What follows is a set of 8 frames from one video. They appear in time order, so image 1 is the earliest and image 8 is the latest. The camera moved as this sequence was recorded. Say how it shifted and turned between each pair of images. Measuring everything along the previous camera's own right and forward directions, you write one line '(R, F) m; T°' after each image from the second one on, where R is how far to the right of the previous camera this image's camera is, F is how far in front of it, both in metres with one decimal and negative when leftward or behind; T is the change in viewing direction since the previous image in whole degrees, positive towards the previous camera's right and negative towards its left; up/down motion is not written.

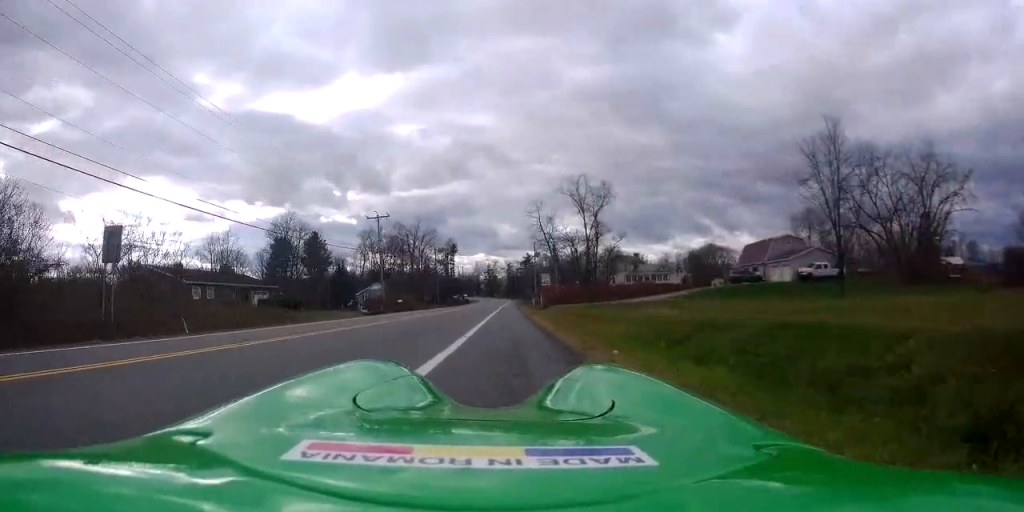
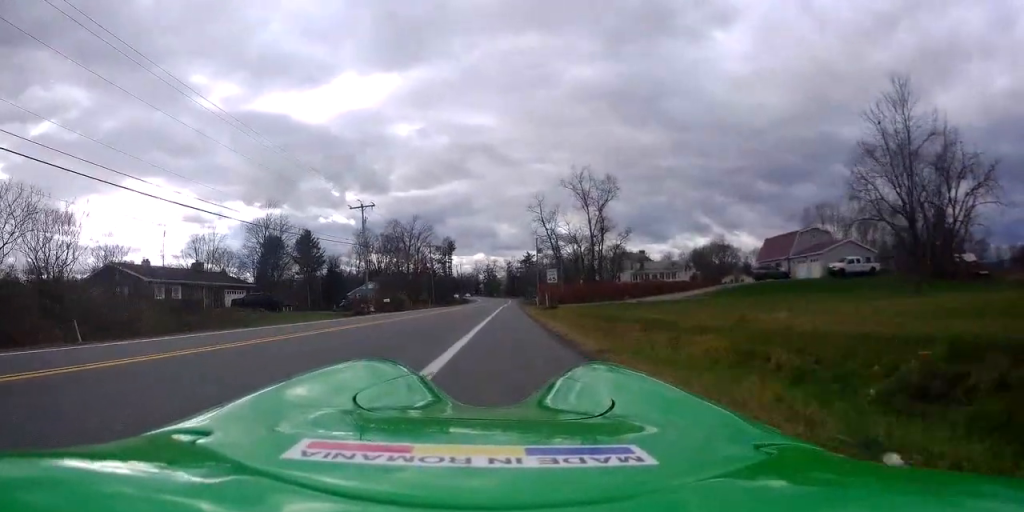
(0.0, +7.1) m; 0°
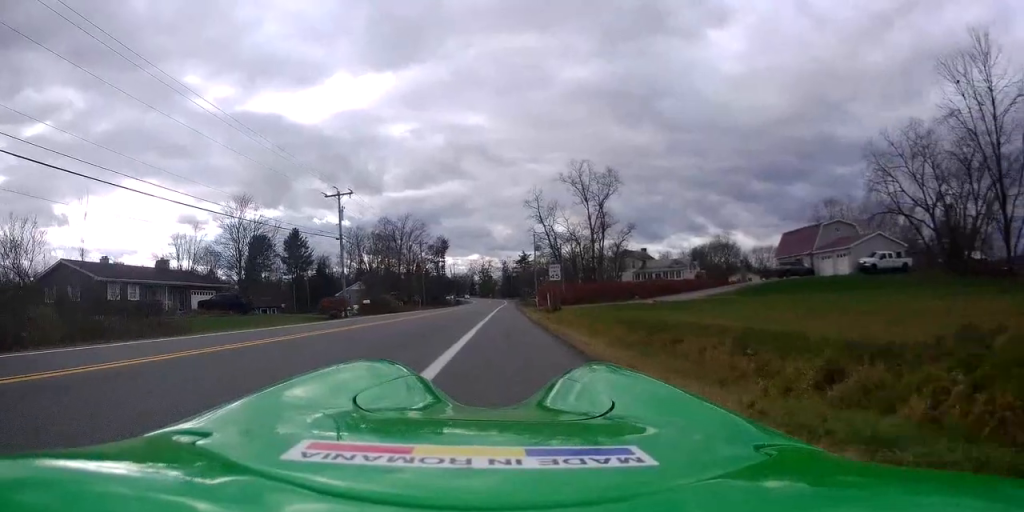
(0.0, +6.6) m; +1°
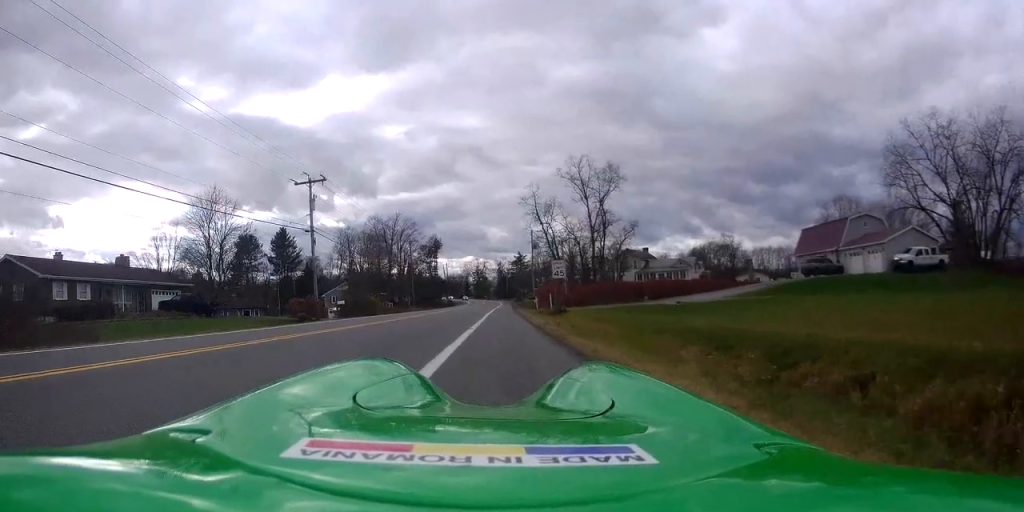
(+0.1, +6.6) m; +5°
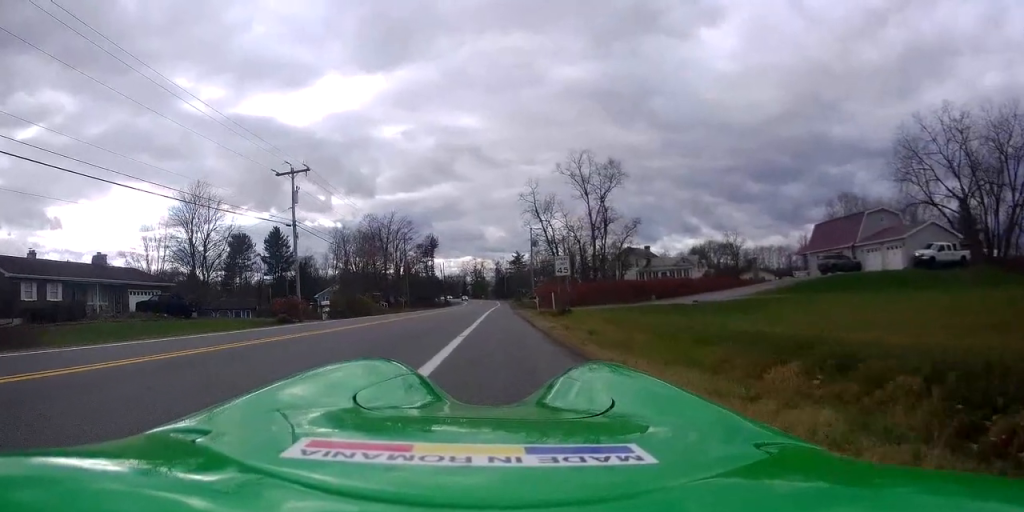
(+0.3, +3.3) m; +2°
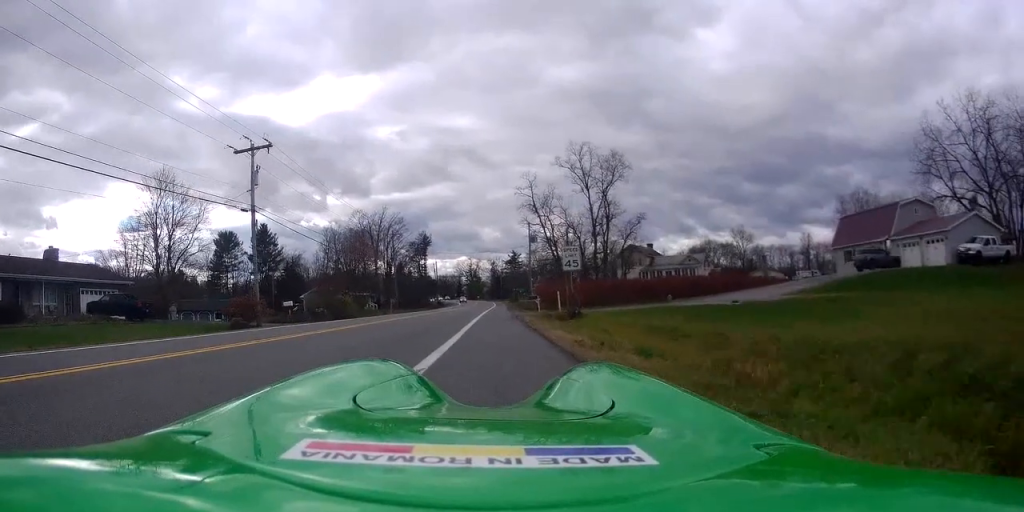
(+0.1, +6.3) m; 0°
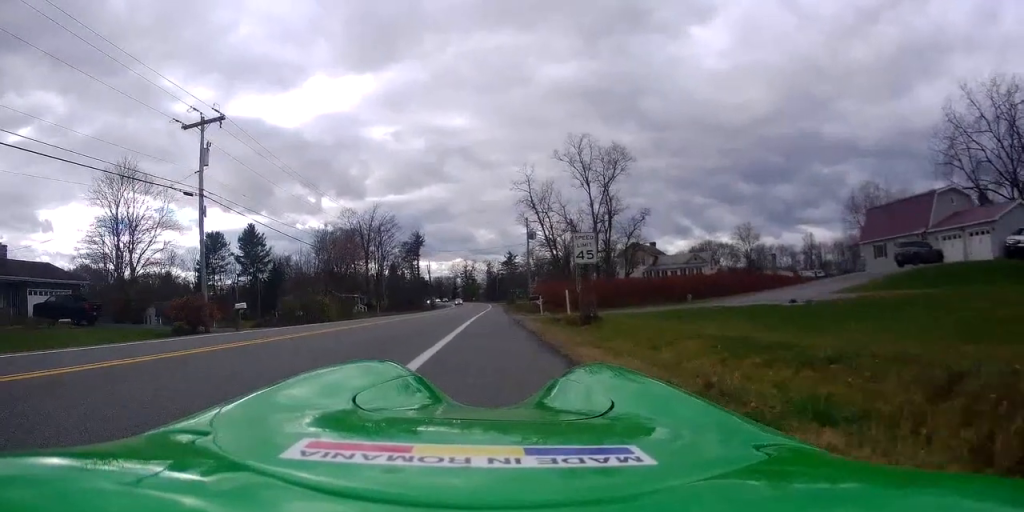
(-0.1, +5.7) m; -3°
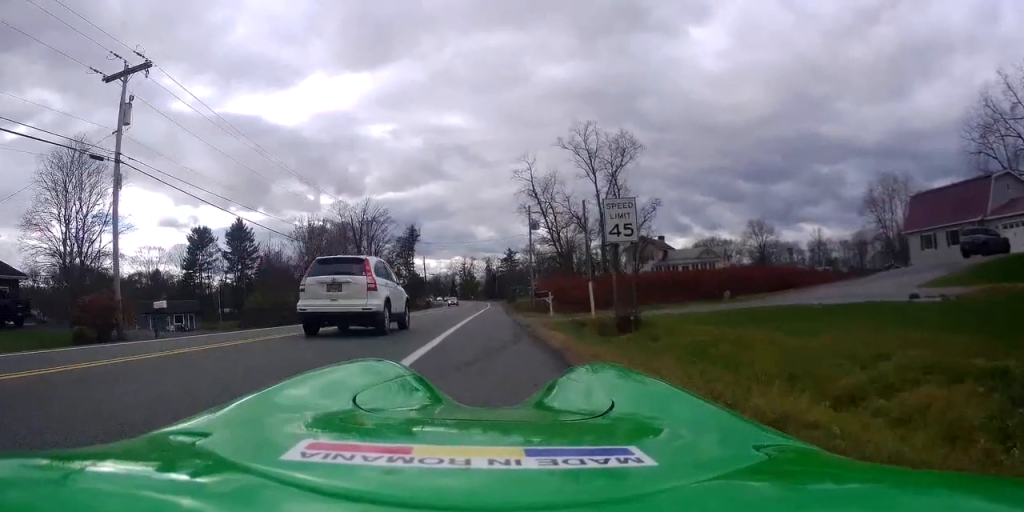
(-0.2, +7.0) m; -3°
